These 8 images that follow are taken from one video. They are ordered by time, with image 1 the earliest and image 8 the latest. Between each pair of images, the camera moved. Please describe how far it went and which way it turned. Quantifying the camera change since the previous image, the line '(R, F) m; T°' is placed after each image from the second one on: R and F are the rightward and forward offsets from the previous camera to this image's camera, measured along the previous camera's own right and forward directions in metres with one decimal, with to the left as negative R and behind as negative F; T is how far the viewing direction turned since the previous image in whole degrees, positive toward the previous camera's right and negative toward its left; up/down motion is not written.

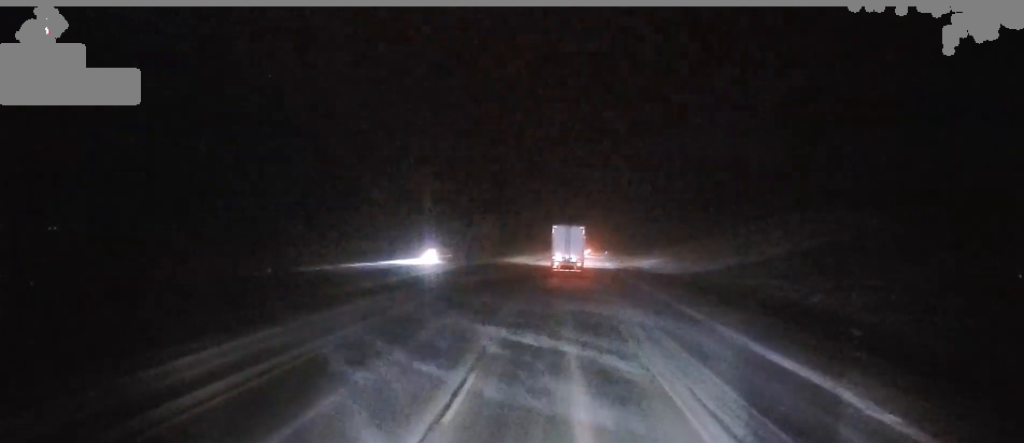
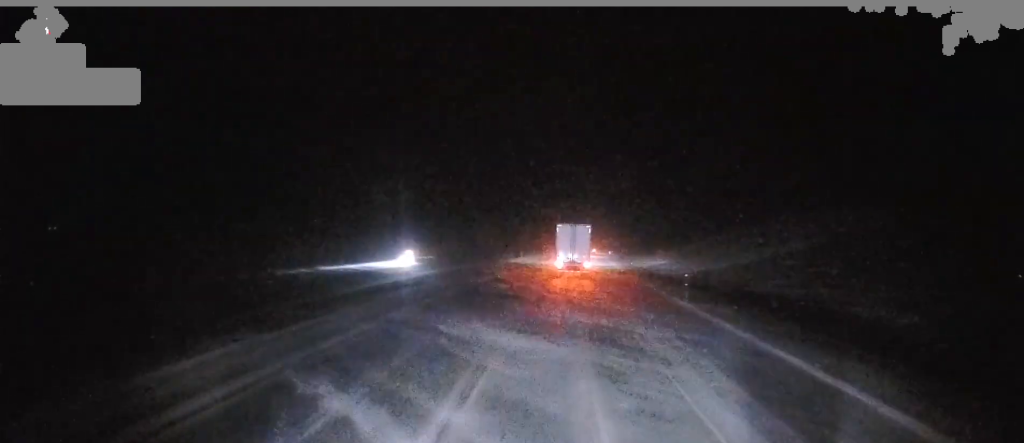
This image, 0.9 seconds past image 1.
(+0.3, +11.4) m; +1°
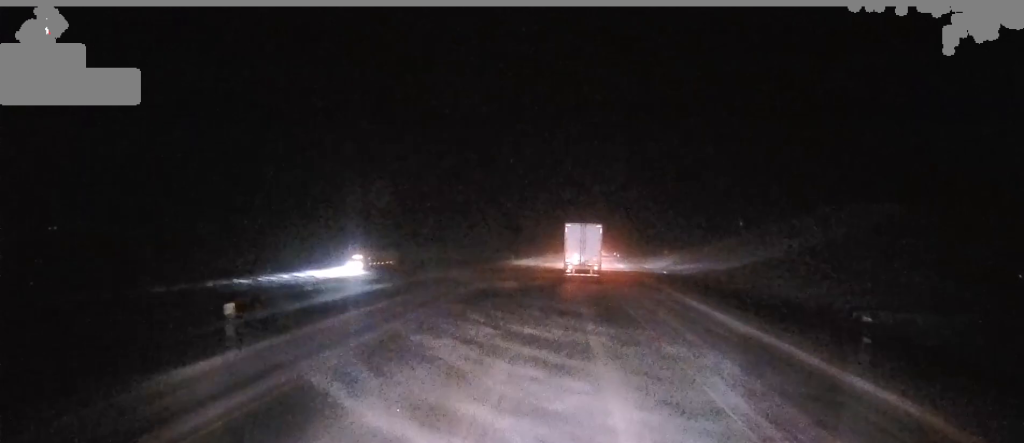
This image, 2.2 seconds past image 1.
(-0.1, +17.7) m; 0°
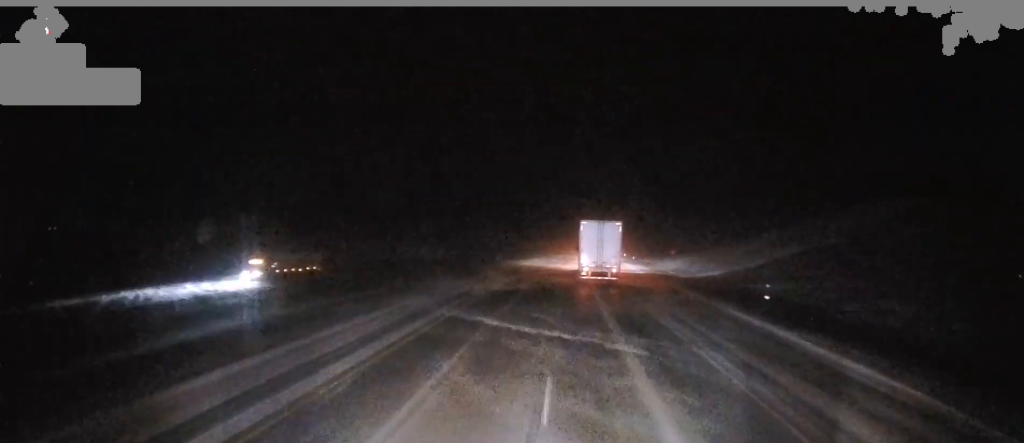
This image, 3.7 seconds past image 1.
(+0.3, +19.6) m; +3°
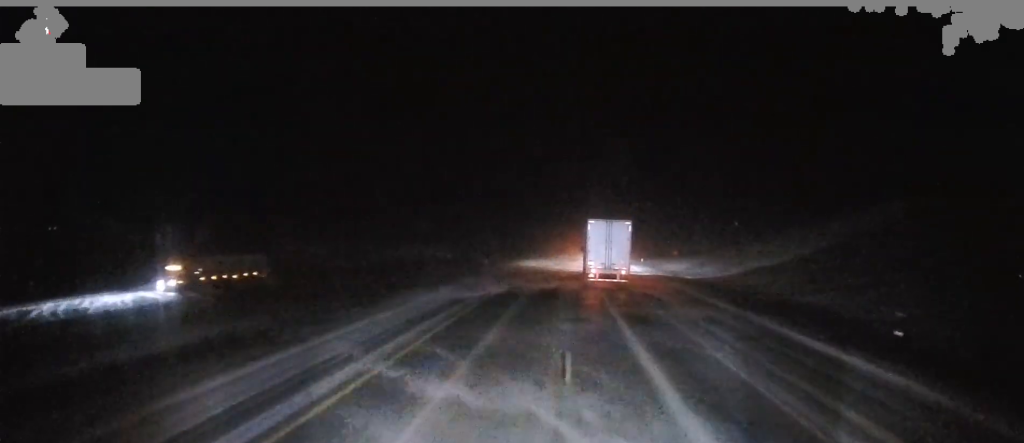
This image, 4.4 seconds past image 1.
(+0.3, +9.4) m; +2°
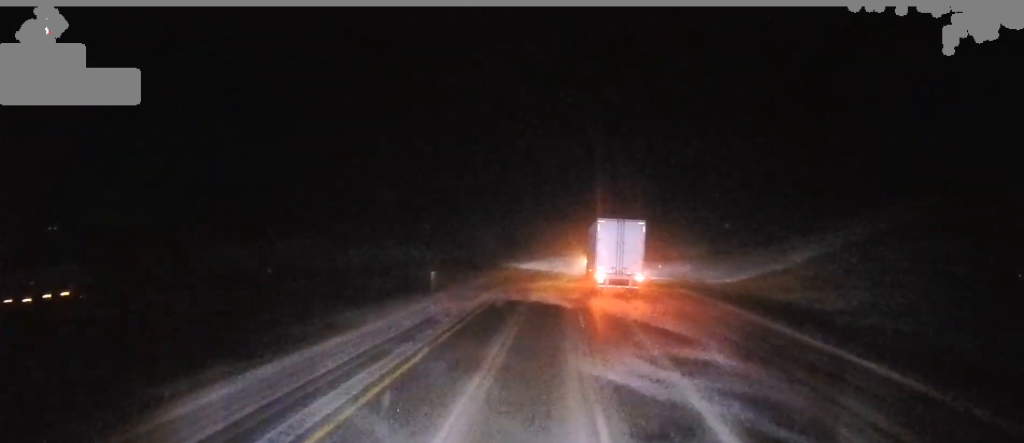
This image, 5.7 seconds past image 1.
(+0.1, +17.0) m; 0°
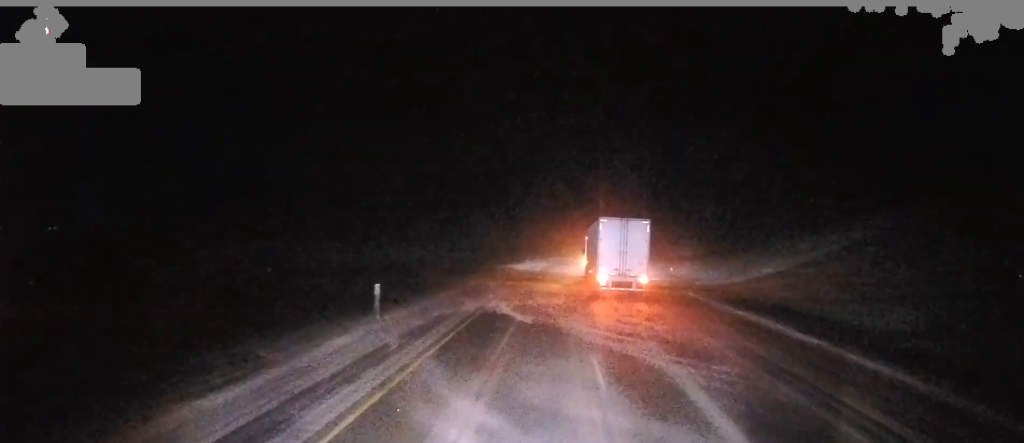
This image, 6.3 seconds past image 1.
(0.0, +7.6) m; 0°
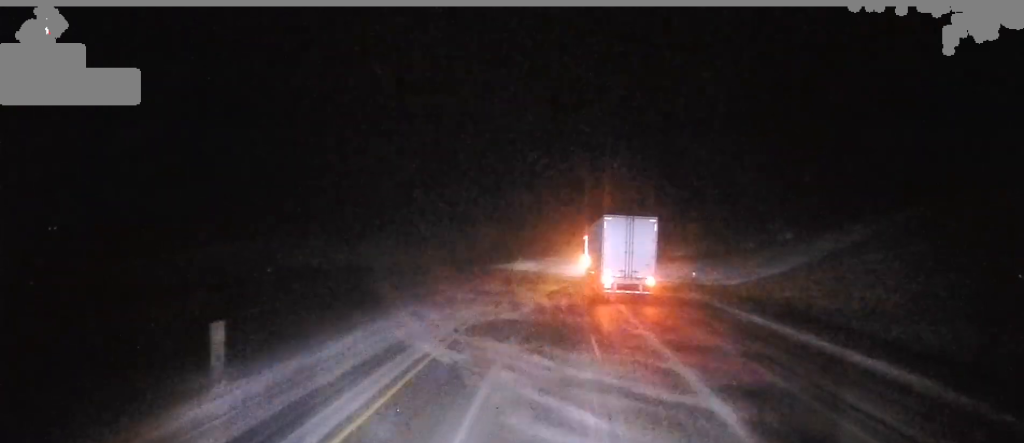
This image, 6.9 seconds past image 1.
(0.0, +8.6) m; 0°
